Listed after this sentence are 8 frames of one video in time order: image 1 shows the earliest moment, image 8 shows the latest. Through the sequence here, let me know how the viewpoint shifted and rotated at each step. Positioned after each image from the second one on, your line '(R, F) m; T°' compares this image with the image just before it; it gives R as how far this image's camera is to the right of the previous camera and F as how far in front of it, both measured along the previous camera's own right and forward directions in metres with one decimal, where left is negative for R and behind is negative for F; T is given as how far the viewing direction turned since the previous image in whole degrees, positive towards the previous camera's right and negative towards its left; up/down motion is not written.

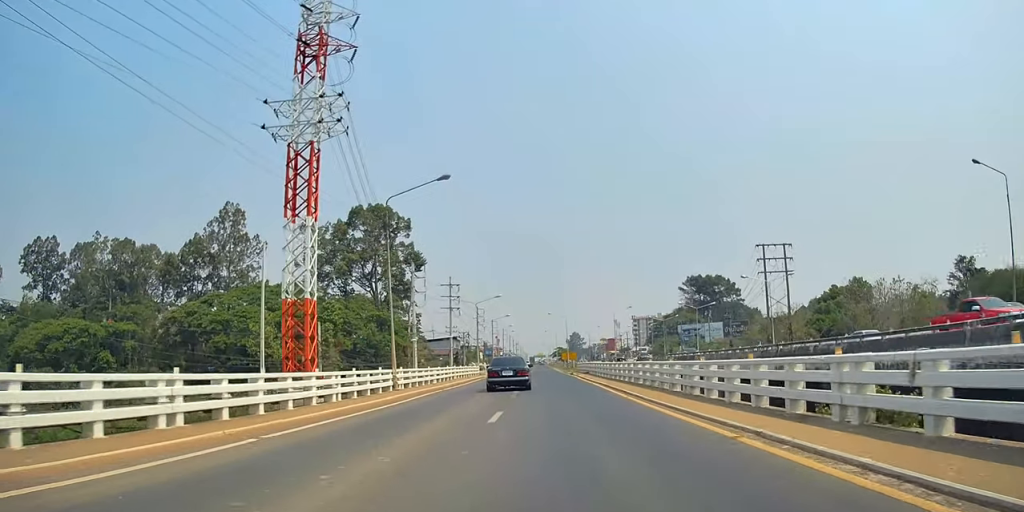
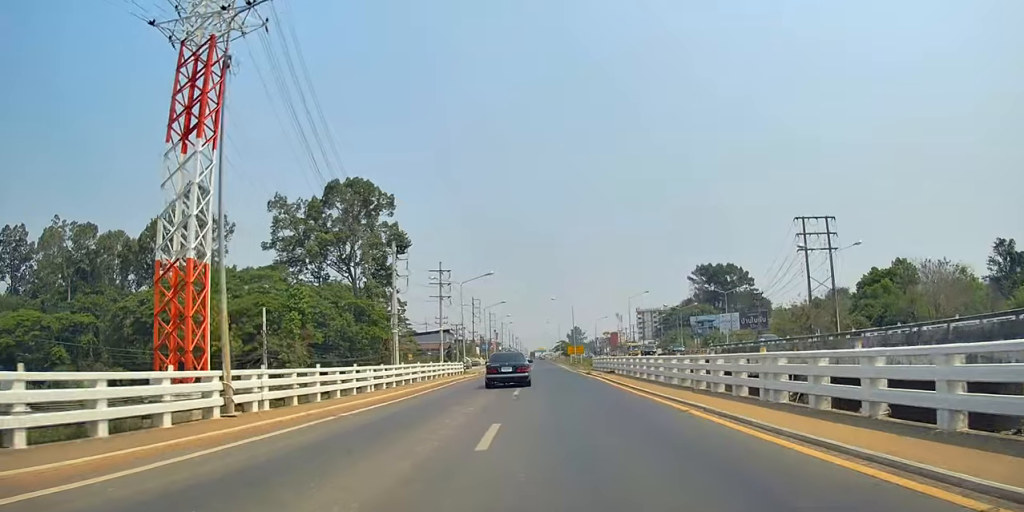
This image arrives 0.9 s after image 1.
(-0.4, +17.3) m; 0°
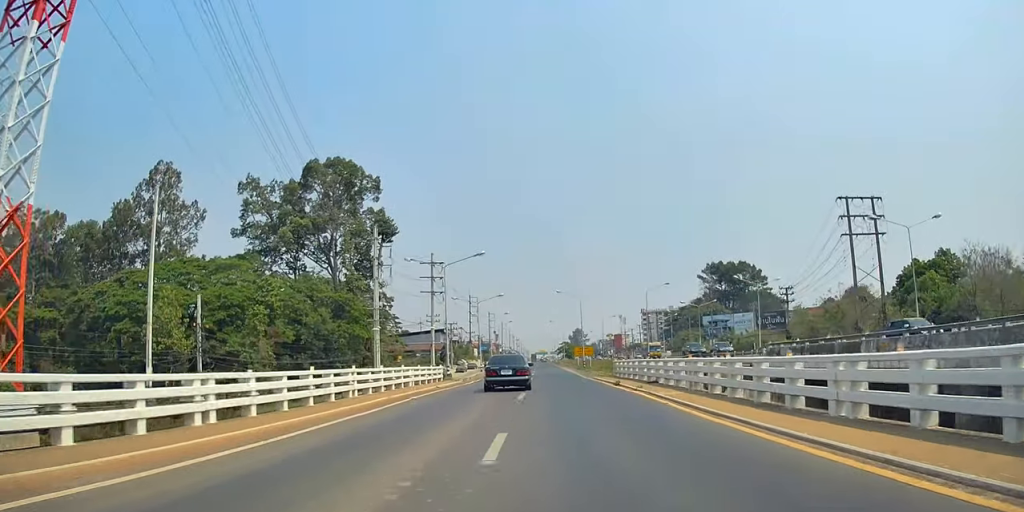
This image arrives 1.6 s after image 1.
(+0.2, +13.5) m; 0°
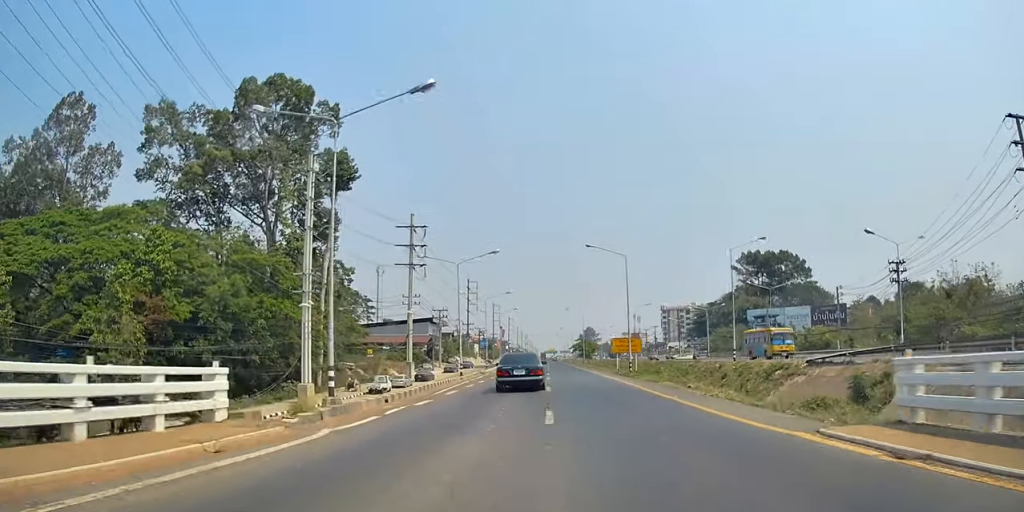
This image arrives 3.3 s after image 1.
(-0.4, +31.8) m; -2°
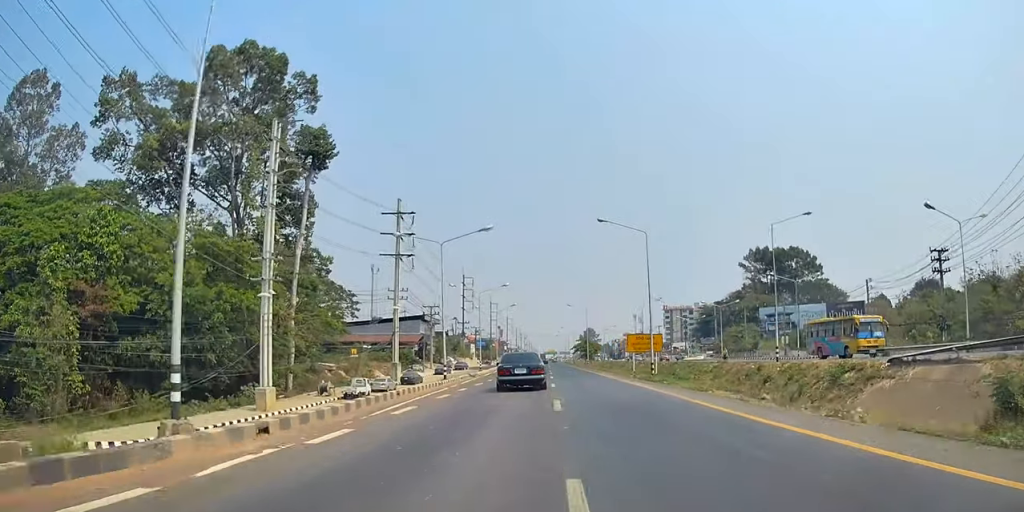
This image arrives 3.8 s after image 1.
(0.0, +9.2) m; 0°
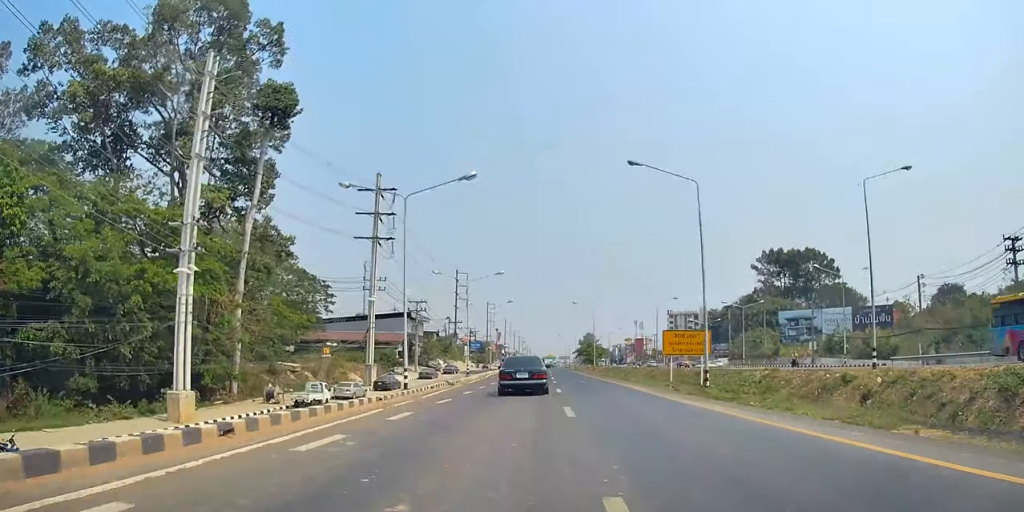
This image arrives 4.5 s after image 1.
(0.0, +12.7) m; -1°
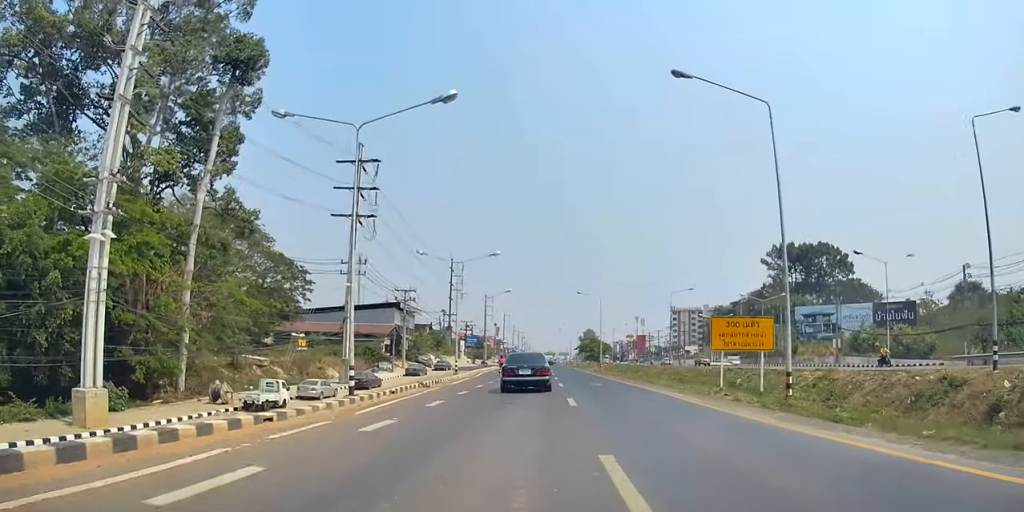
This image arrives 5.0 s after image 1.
(+0.2, +9.6) m; -1°
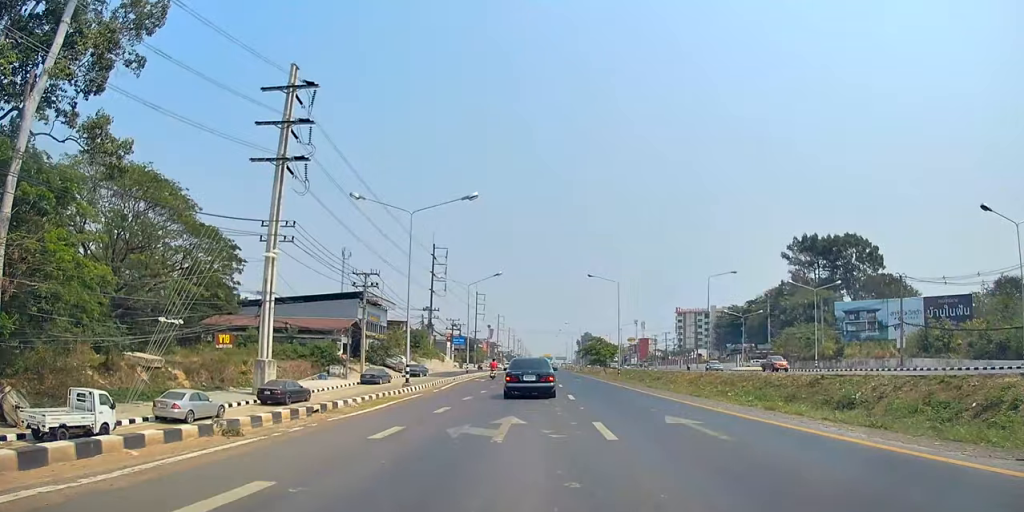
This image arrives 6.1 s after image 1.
(-0.8, +18.8) m; +1°
